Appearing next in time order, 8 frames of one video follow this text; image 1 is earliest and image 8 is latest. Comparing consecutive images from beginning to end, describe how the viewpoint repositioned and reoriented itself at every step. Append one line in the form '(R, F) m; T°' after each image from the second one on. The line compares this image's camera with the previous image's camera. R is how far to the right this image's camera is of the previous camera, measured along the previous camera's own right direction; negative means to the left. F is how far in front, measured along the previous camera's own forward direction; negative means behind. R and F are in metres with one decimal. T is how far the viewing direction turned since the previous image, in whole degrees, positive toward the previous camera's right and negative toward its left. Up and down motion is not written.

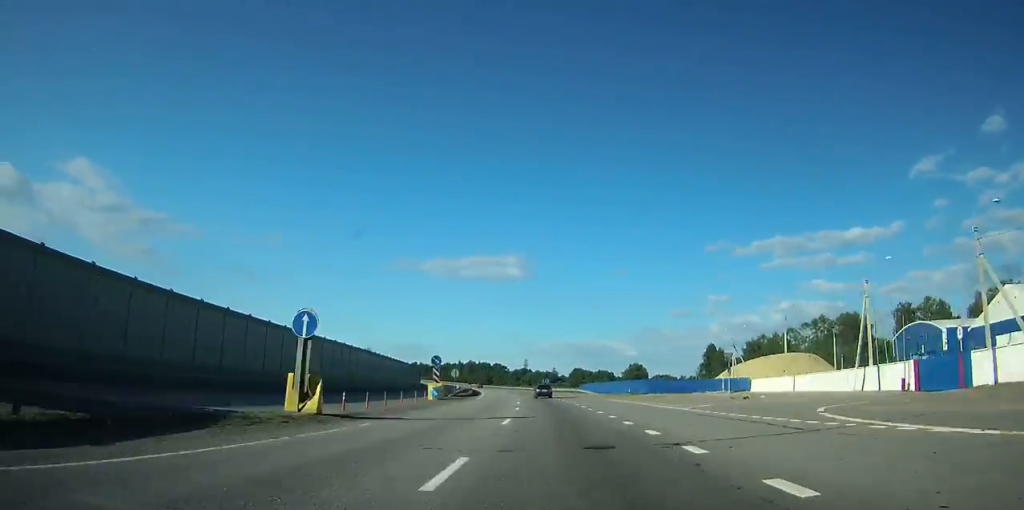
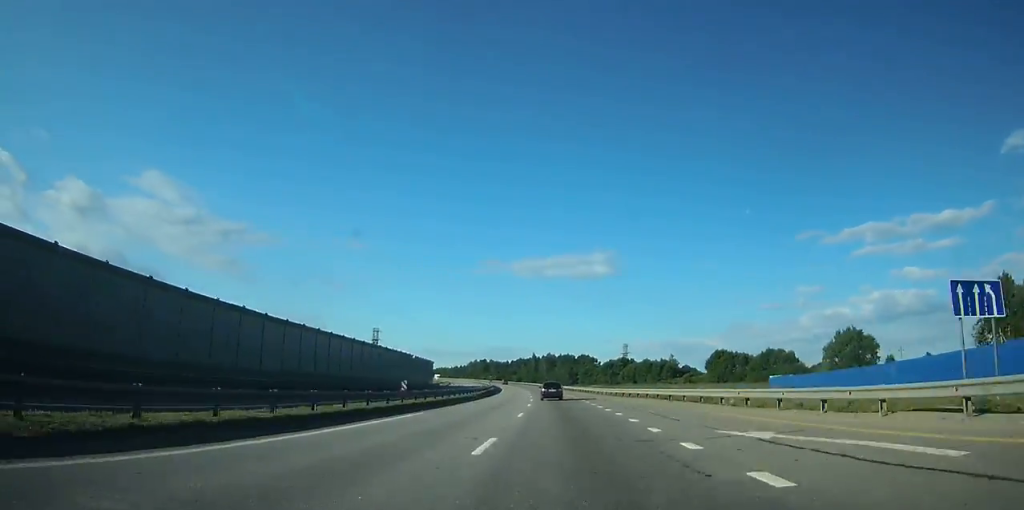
(-7.2, +124.2) m; -7°
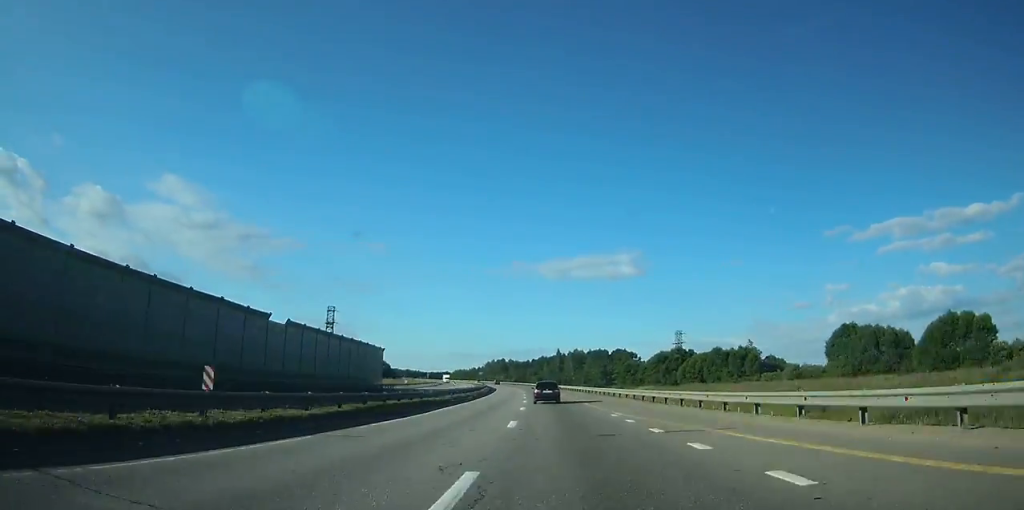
(-2.2, +64.0) m; -3°
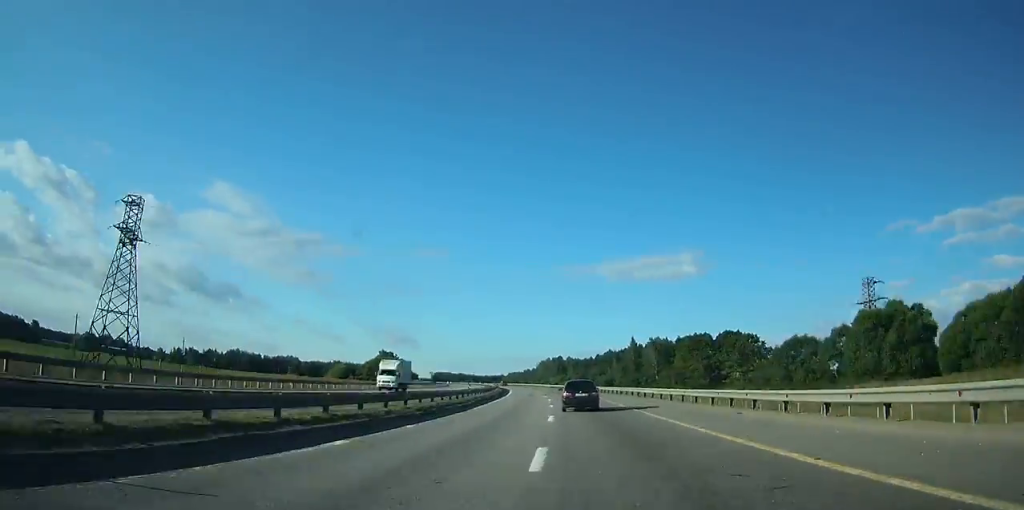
(-3.6, +91.4) m; -5°
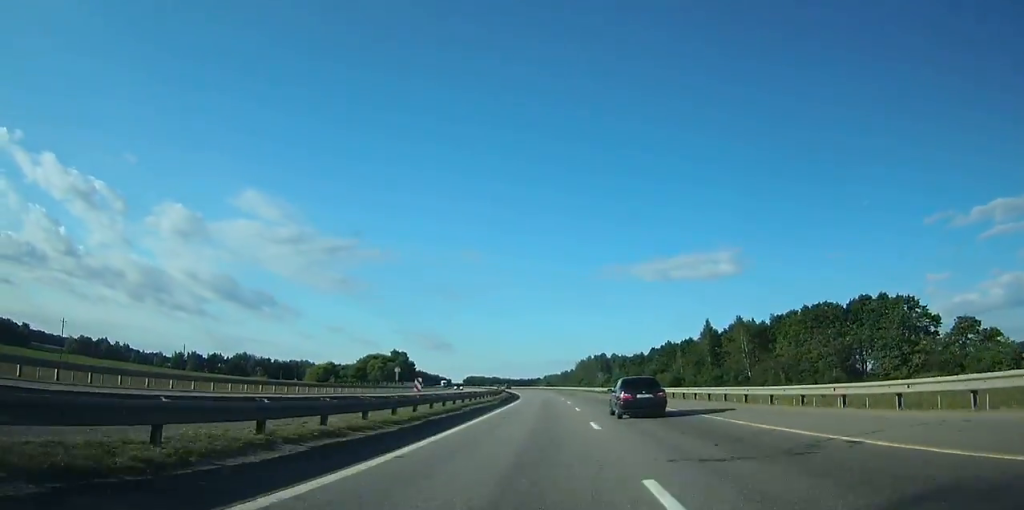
(-1.9, +61.6) m; -4°
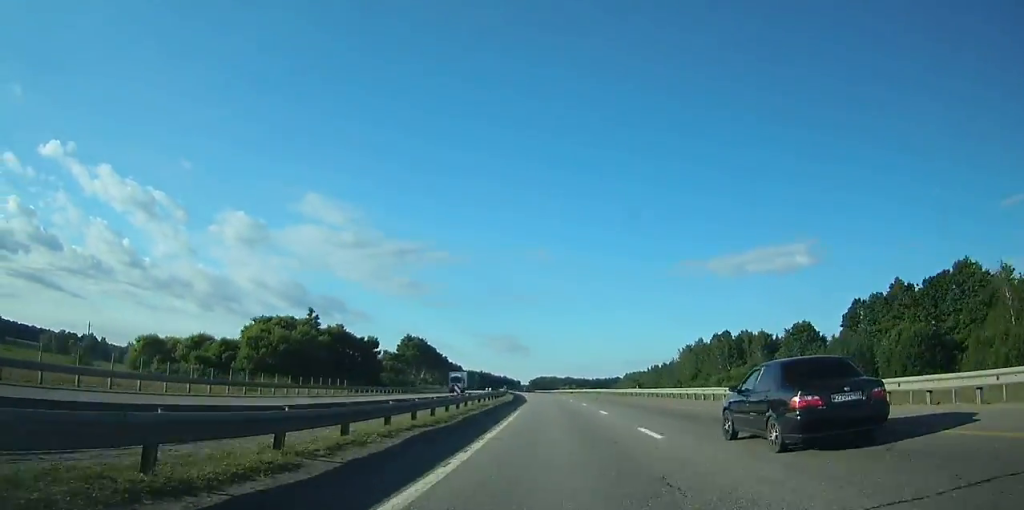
(-7.1, +115.4) m; -7°
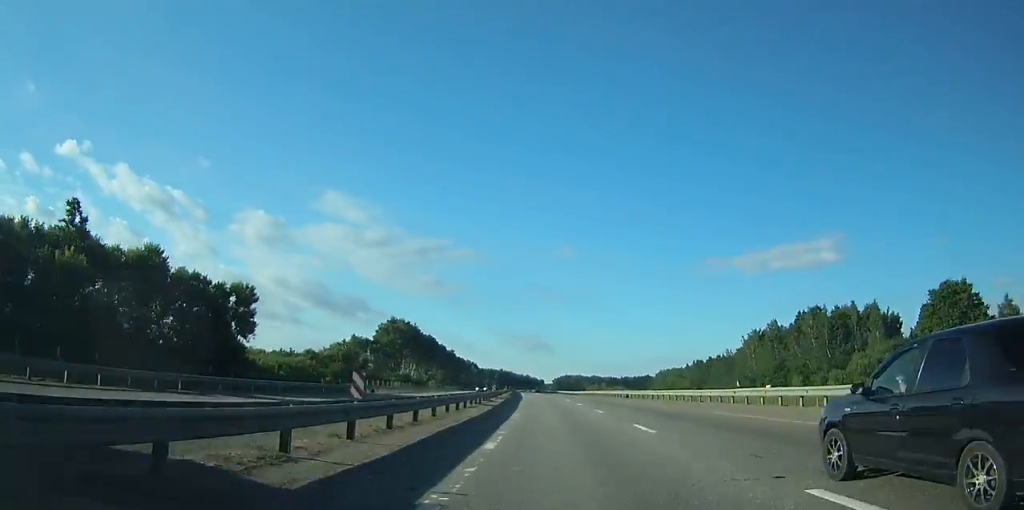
(-1.4, +51.8) m; -3°
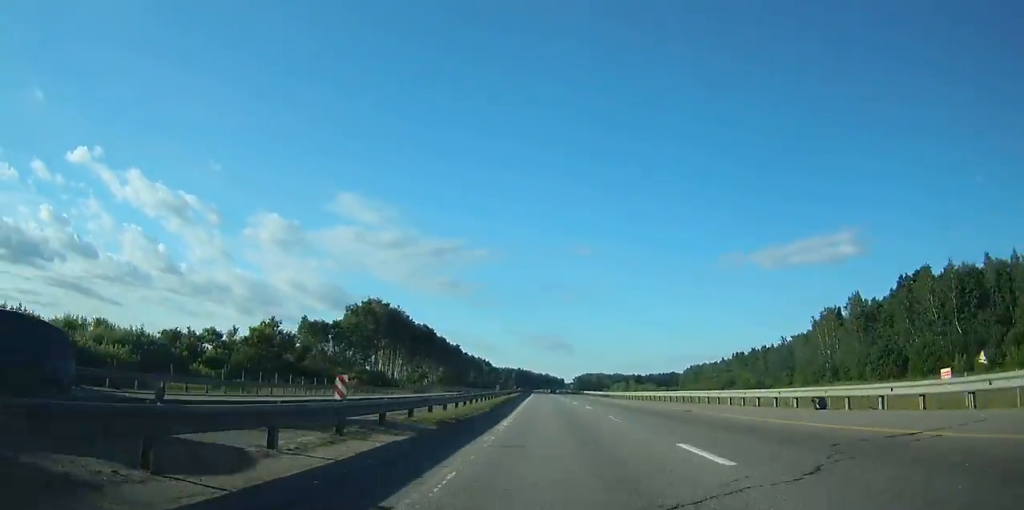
(-0.3, +37.8) m; -2°
